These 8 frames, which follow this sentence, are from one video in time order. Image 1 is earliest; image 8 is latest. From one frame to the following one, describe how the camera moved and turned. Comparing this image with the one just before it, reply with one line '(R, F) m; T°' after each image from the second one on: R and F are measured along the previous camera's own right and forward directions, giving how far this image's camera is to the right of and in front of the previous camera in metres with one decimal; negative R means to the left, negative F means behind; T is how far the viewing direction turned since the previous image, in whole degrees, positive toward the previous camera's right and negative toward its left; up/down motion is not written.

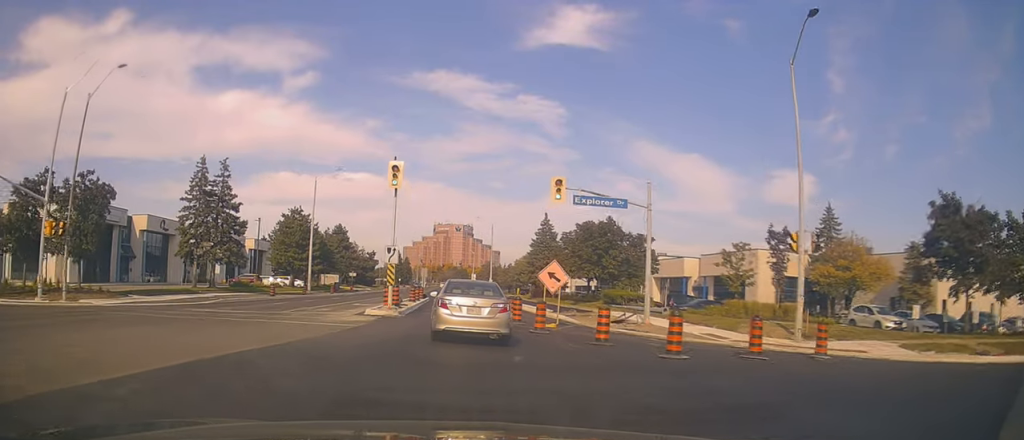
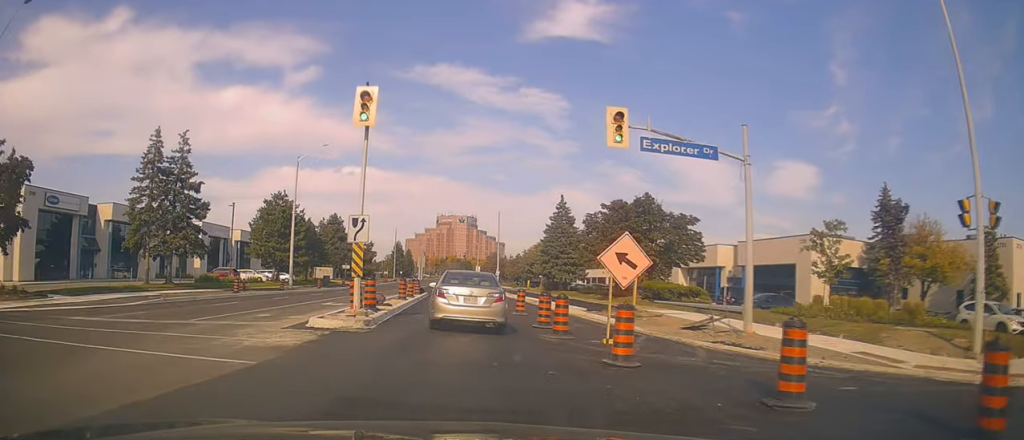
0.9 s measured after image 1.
(+0.2, +7.5) m; 0°
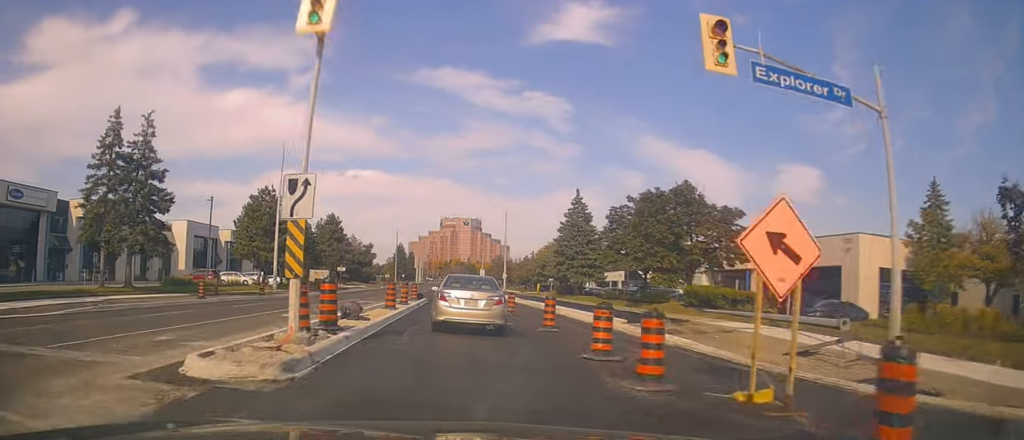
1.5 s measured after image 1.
(-0.2, +5.9) m; 0°
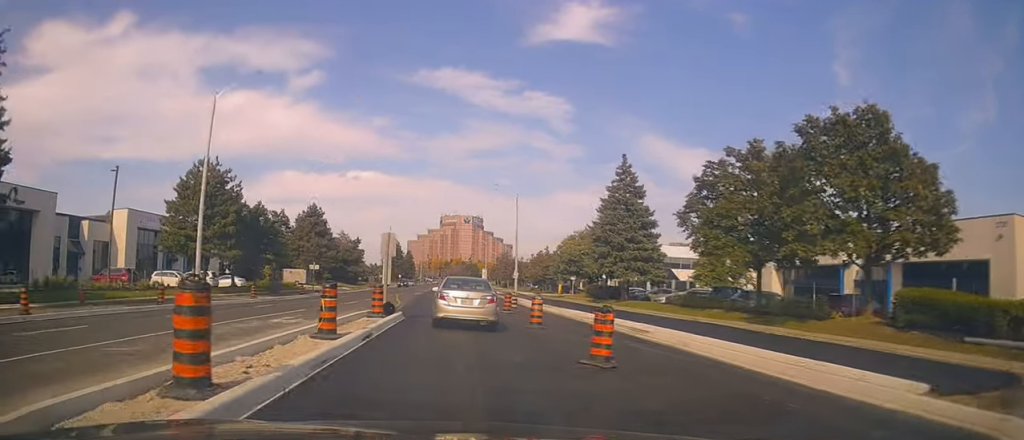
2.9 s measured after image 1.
(+0.3, +15.5) m; +3°
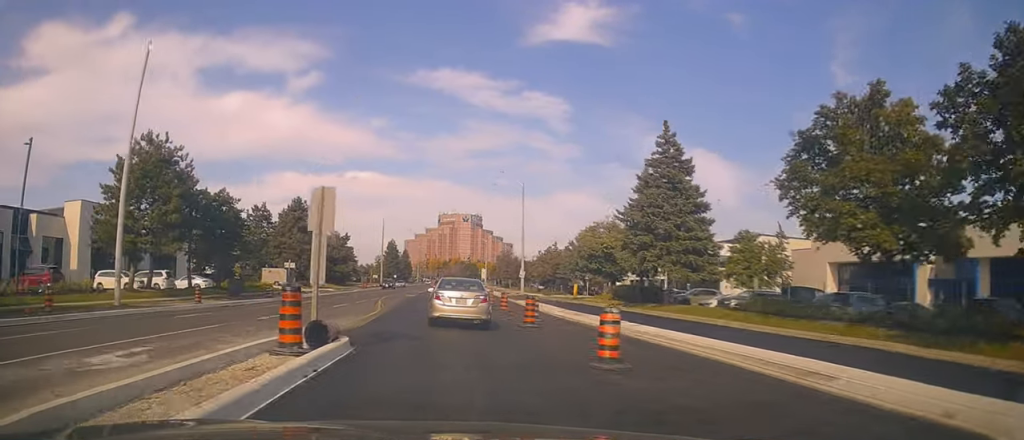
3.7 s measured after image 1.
(+0.3, +8.6) m; -1°
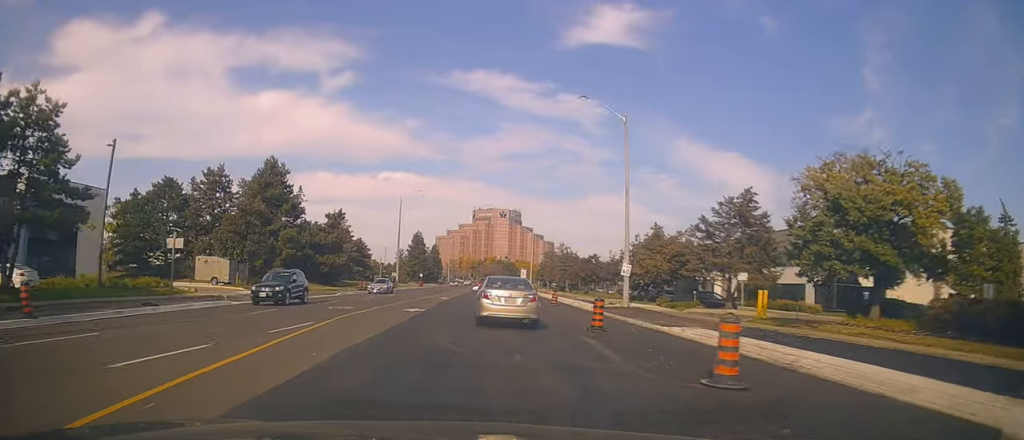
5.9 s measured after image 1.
(-0.9, +27.3) m; -3°
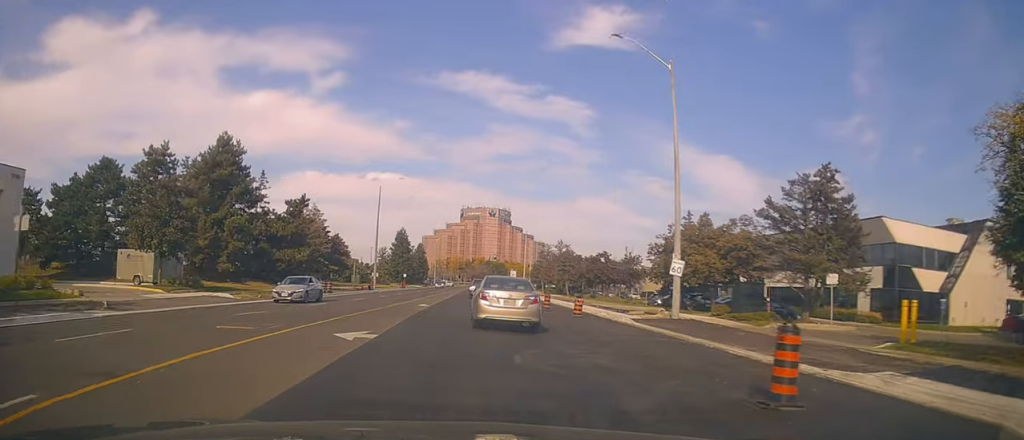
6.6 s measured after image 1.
(-0.5, +10.6) m; -1°
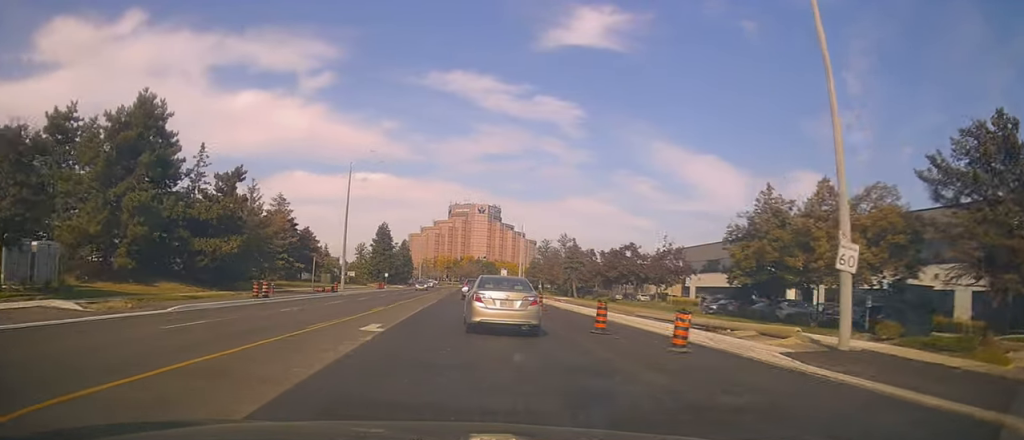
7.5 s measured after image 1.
(+0.1, +13.9) m; +1°
